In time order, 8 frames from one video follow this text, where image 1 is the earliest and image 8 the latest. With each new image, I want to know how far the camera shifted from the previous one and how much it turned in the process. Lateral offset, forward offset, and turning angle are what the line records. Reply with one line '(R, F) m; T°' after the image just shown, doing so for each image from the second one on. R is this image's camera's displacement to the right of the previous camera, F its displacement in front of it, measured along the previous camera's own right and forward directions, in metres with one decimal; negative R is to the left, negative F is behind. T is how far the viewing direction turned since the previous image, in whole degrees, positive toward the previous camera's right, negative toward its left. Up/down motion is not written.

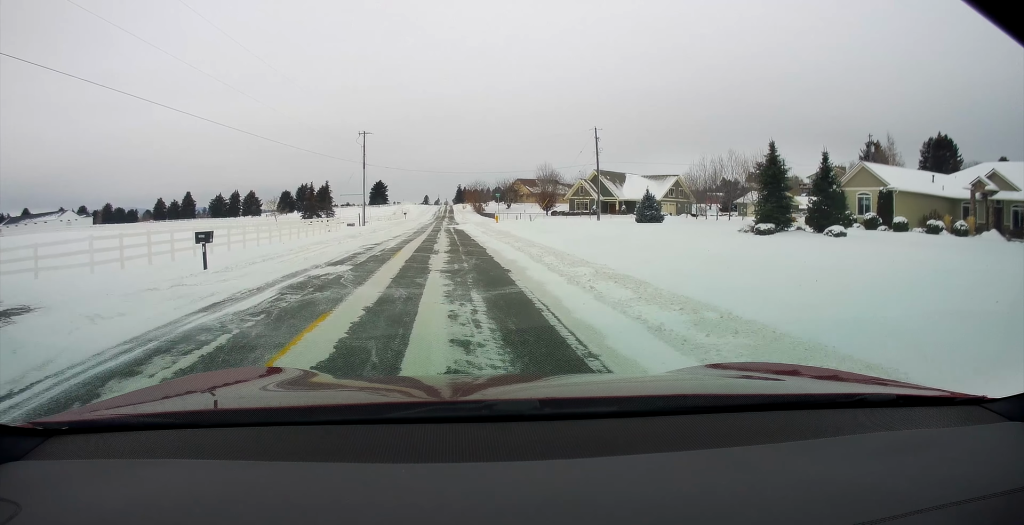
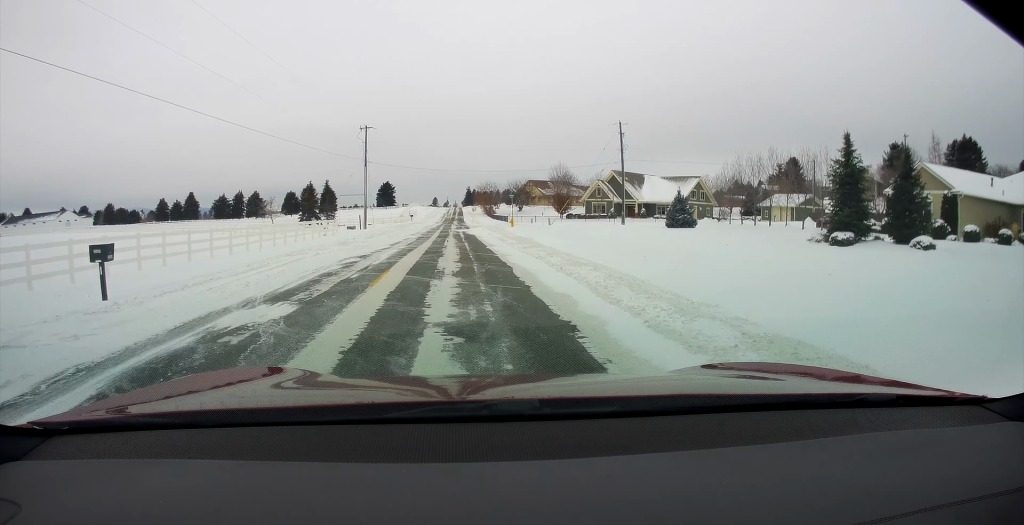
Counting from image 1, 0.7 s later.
(0.0, +6.0) m; 0°
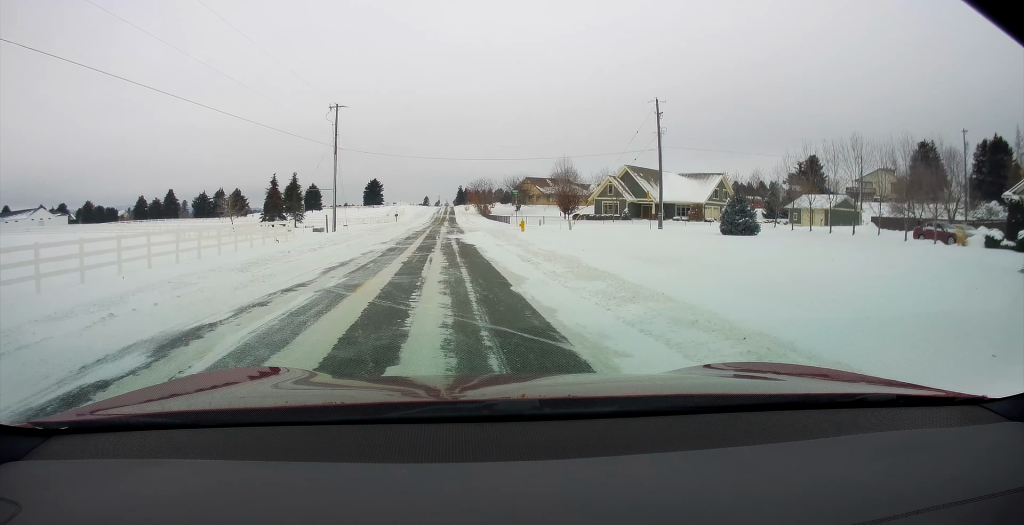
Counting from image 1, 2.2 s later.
(0.0, +12.6) m; 0°
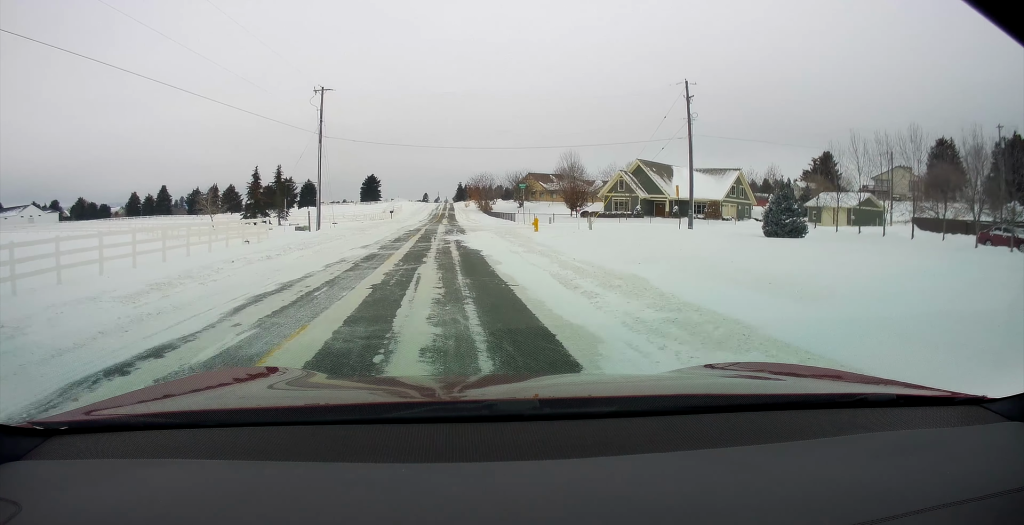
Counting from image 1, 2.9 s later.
(0.0, +5.7) m; 0°
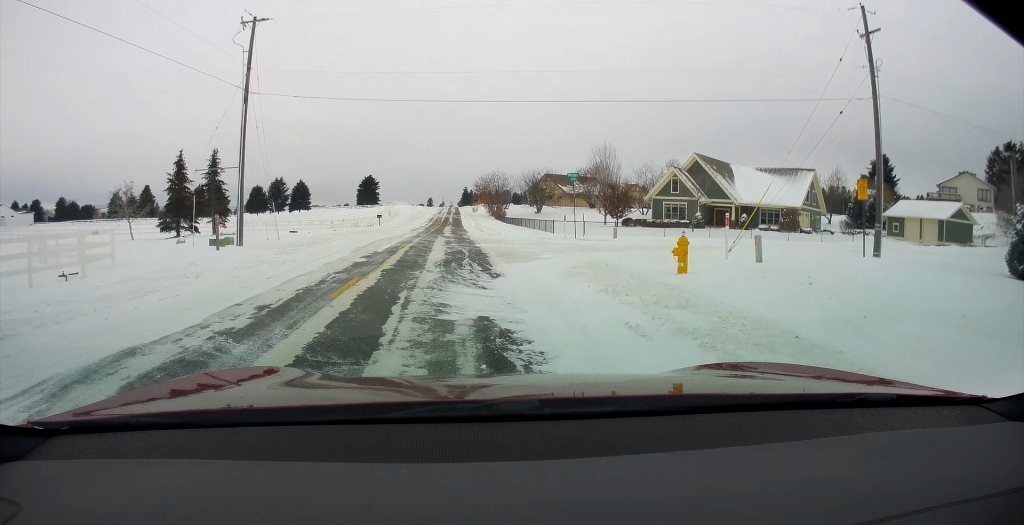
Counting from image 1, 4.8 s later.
(0.0, +18.4) m; 0°
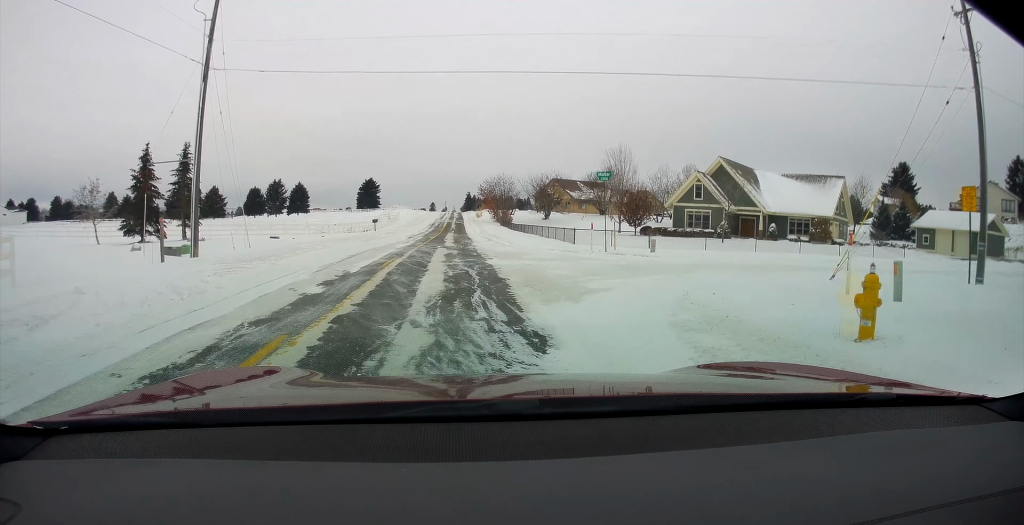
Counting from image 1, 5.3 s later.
(0.0, +5.7) m; 0°
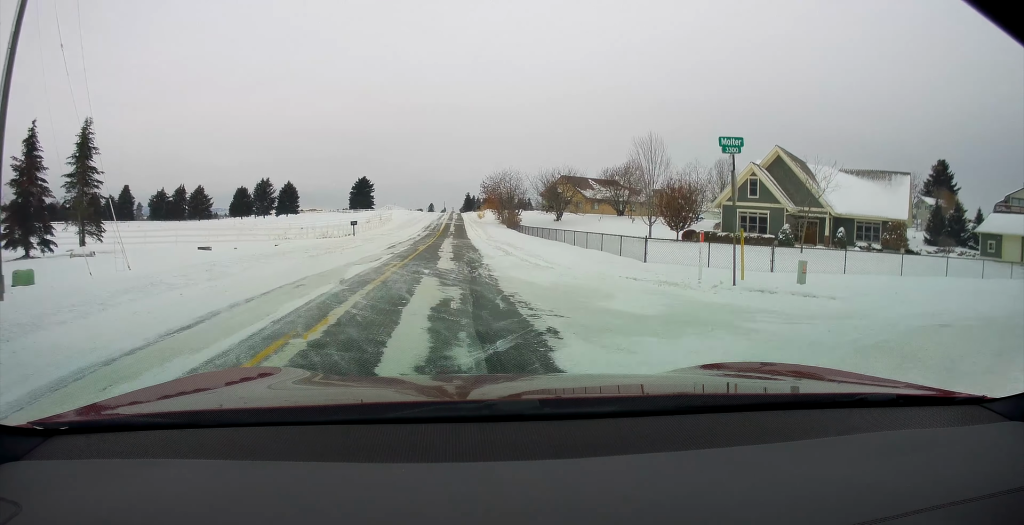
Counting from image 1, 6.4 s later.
(0.0, +11.7) m; 0°
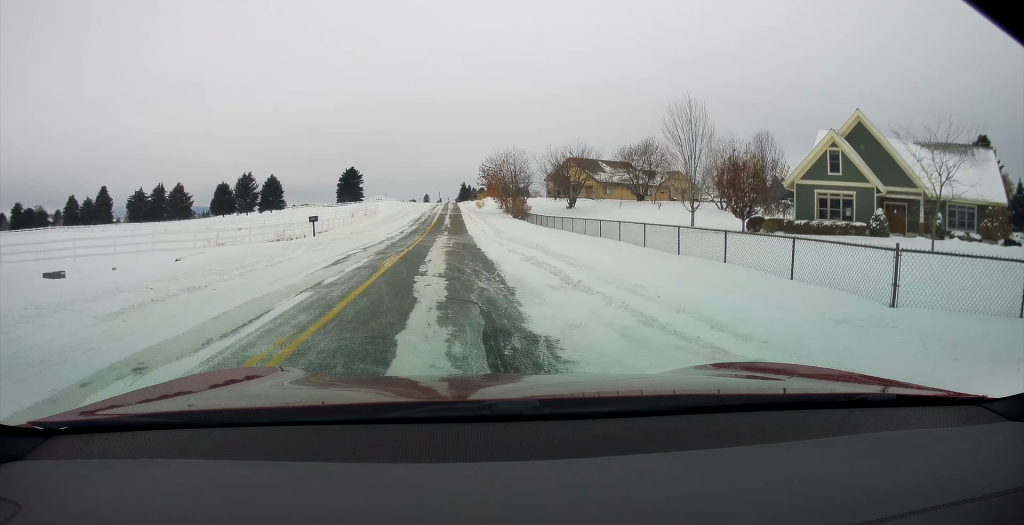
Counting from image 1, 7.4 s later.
(0.0, +12.4) m; 0°
